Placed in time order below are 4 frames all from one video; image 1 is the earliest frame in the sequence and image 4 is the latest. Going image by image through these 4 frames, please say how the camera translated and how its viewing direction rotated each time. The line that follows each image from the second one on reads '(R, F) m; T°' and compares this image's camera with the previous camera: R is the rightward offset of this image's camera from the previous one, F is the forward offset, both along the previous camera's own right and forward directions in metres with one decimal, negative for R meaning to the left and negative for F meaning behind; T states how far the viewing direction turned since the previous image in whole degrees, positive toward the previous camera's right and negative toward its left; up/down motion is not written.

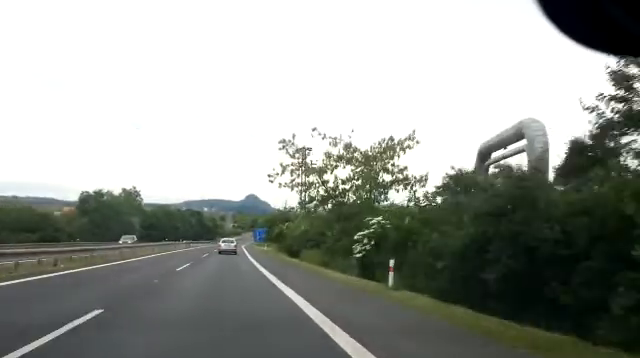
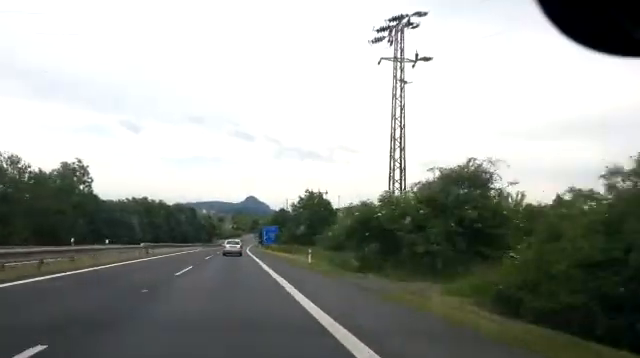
(-0.1, +39.3) m; -1°
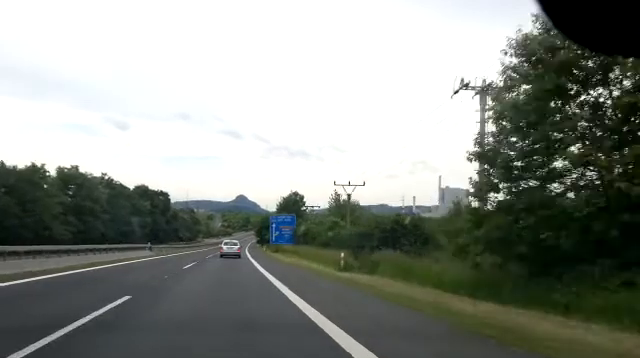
(+0.7, +49.7) m; +3°
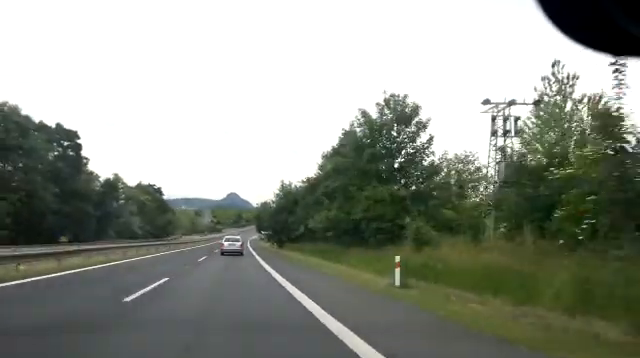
(+0.5, +68.4) m; +1°
